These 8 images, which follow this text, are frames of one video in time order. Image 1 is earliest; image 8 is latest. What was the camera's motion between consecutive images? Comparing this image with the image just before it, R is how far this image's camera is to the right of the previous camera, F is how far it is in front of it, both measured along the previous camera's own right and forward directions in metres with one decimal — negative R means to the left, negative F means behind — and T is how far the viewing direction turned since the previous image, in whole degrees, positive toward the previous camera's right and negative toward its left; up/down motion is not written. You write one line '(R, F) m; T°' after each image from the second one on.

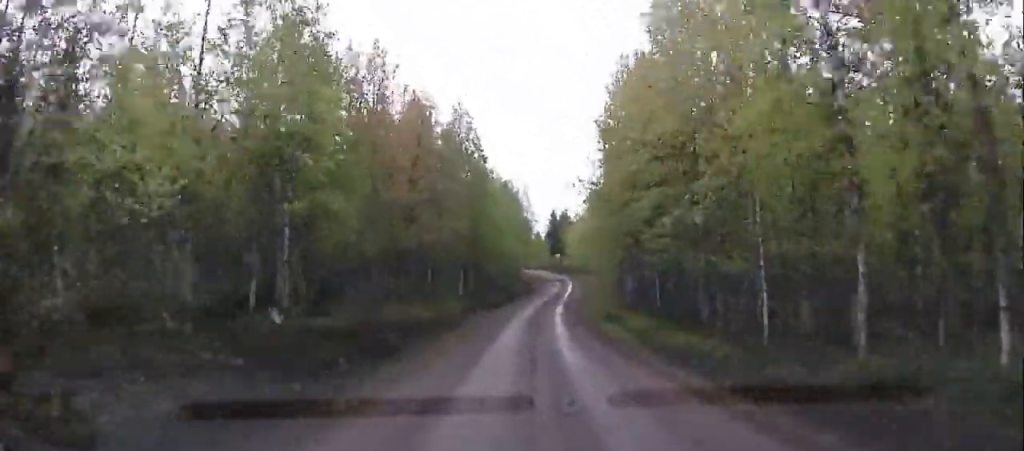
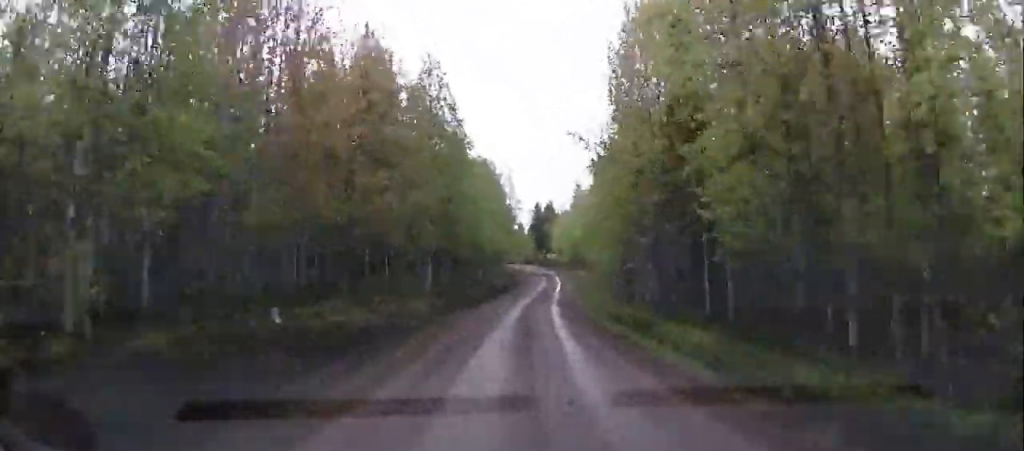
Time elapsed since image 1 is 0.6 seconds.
(+0.6, +8.5) m; +2°
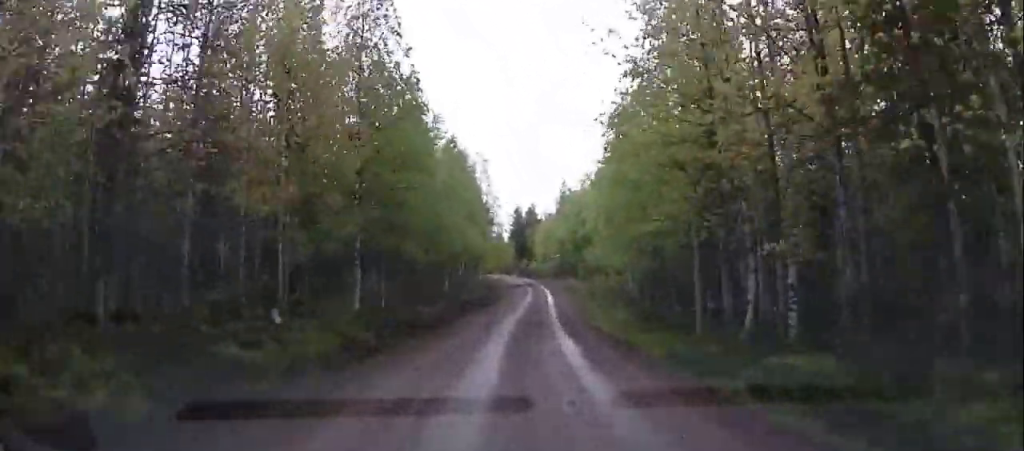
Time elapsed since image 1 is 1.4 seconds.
(-1.1, +12.1) m; -4°
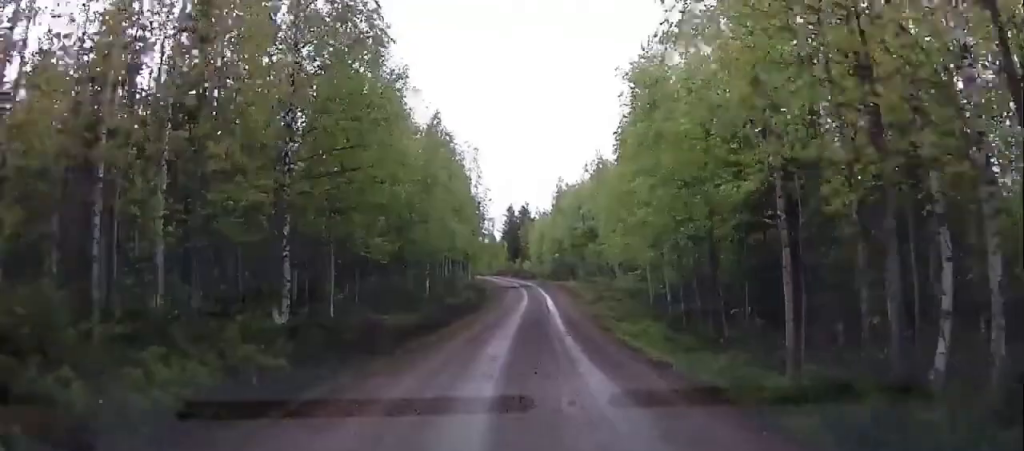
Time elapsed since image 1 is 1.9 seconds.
(0.0, +6.6) m; +2°
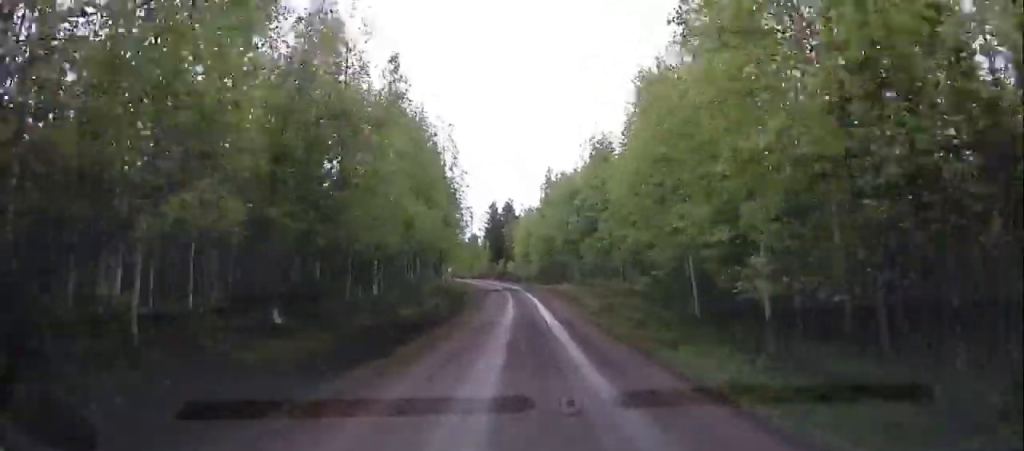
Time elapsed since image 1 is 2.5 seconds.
(+0.1, +10.1) m; +2°
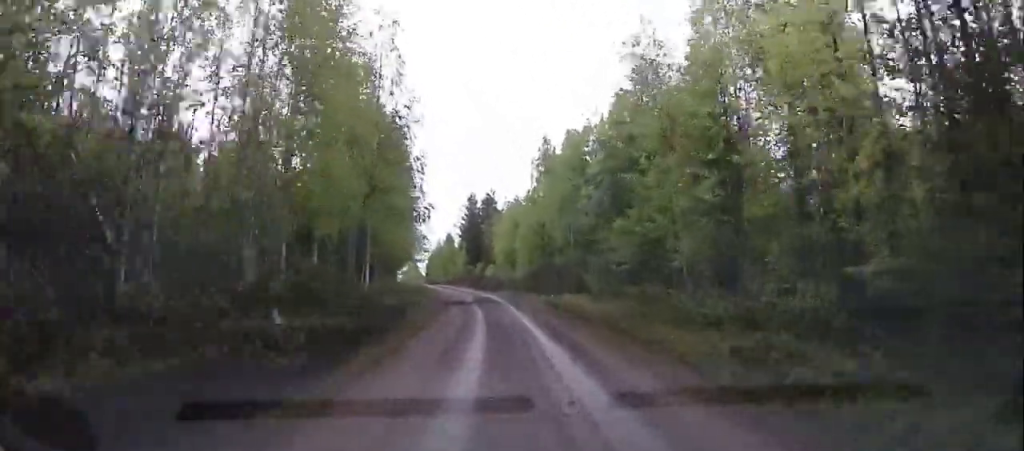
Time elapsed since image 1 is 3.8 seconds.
(+0.9, +22.6) m; 0°
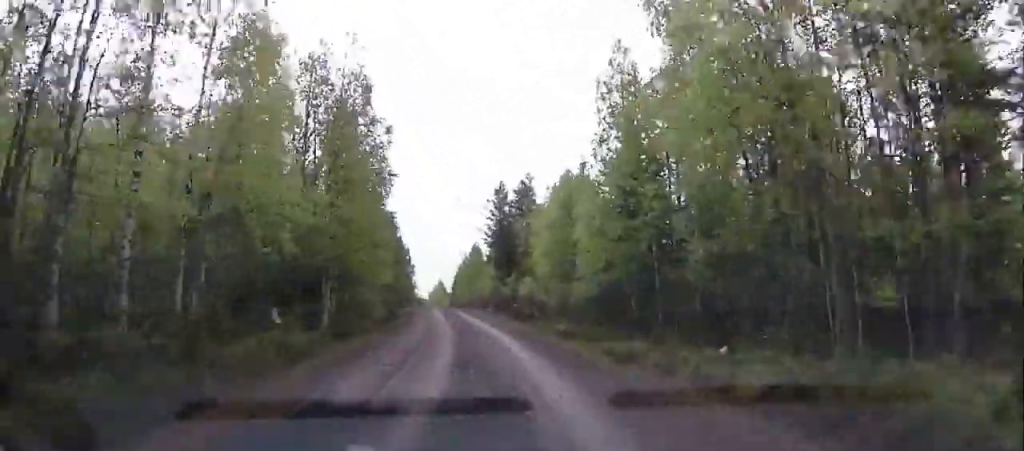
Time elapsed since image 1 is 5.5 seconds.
(-2.5, +27.3) m; -11°
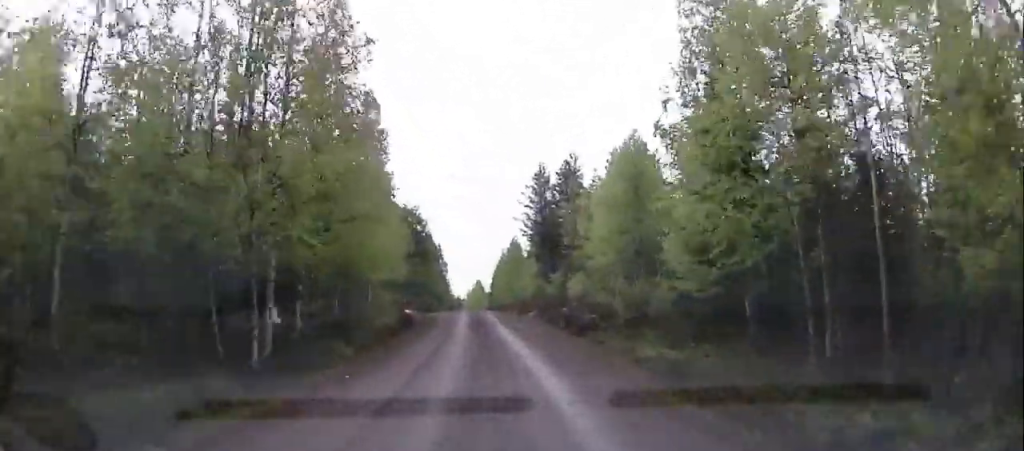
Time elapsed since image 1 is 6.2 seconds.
(-0.3, +9.8) m; -1°
